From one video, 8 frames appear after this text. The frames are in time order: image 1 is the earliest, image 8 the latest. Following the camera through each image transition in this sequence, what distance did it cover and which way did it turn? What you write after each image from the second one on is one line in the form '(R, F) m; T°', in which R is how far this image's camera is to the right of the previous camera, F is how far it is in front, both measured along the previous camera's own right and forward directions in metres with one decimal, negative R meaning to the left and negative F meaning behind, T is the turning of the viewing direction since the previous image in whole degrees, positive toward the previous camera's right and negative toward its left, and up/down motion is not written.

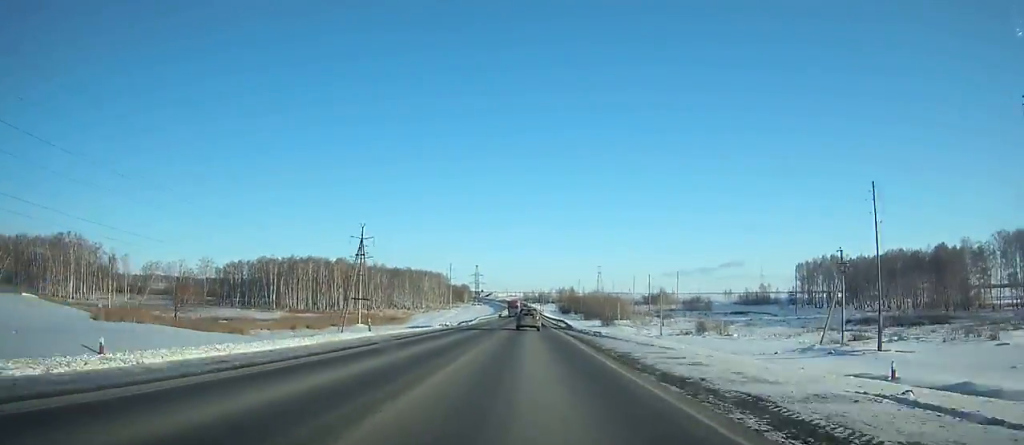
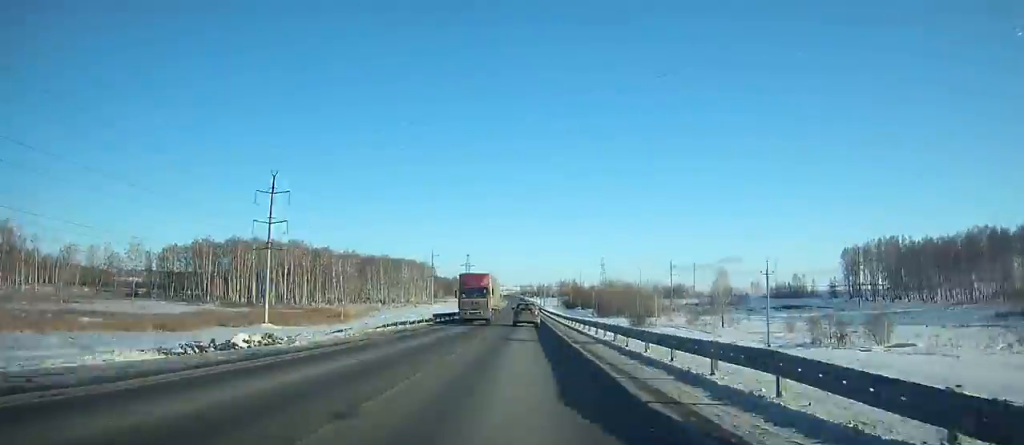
(+0.2, +52.2) m; 0°
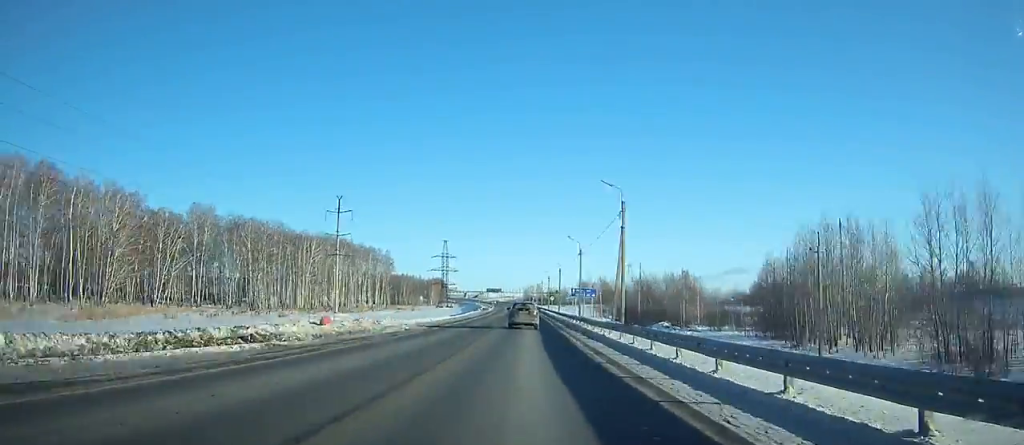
(+0.2, +139.6) m; 0°
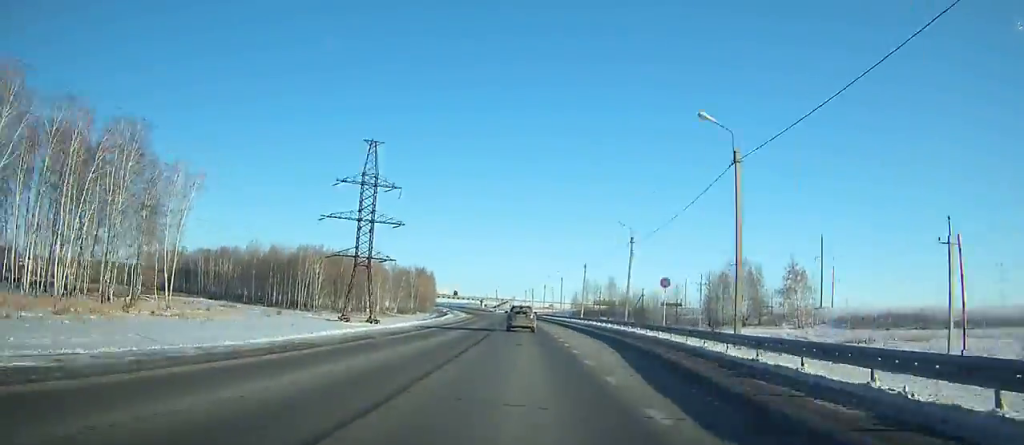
(-4.7, +183.0) m; -4°
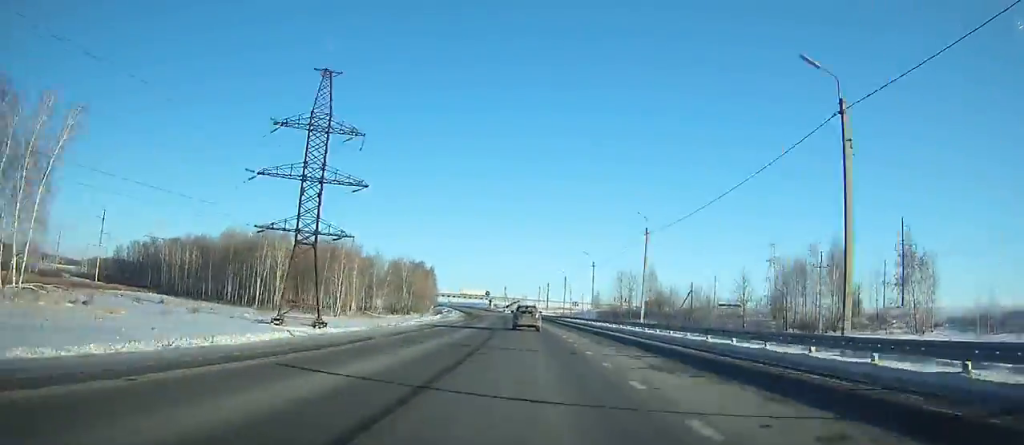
(-0.3, +33.8) m; -1°
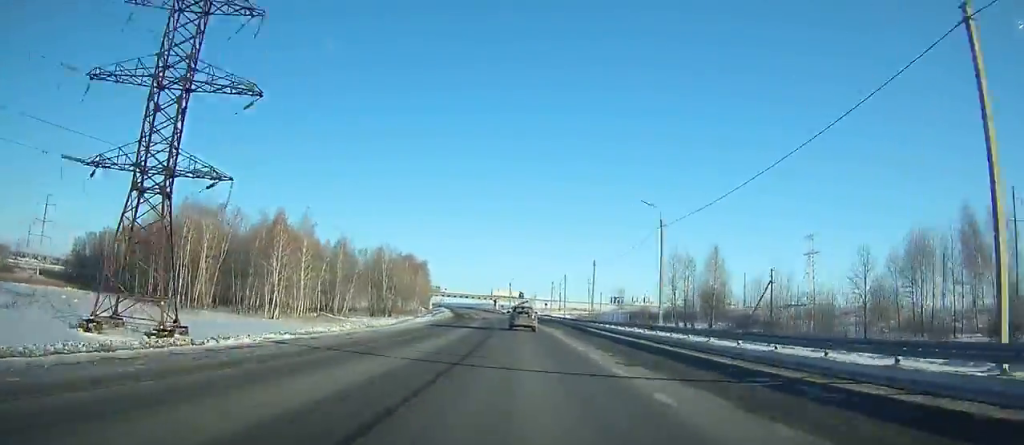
(-0.2, +33.6) m; -1°
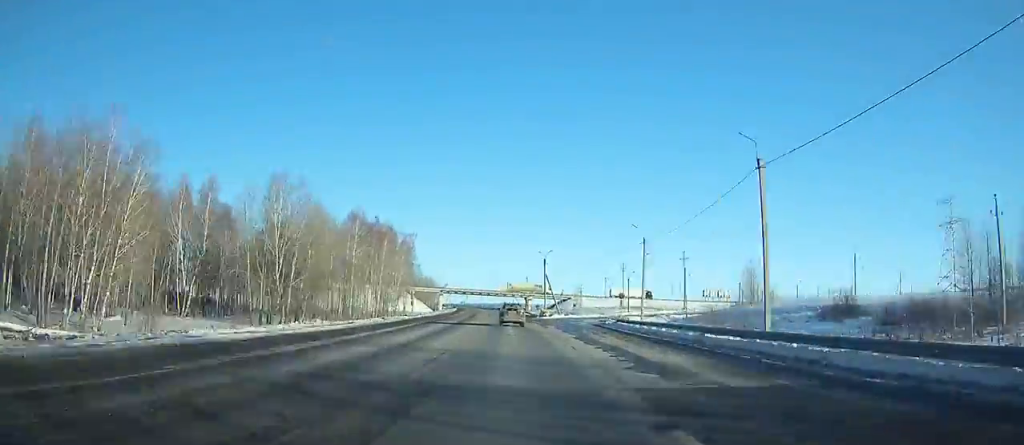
(-1.7, +74.2) m; -3°
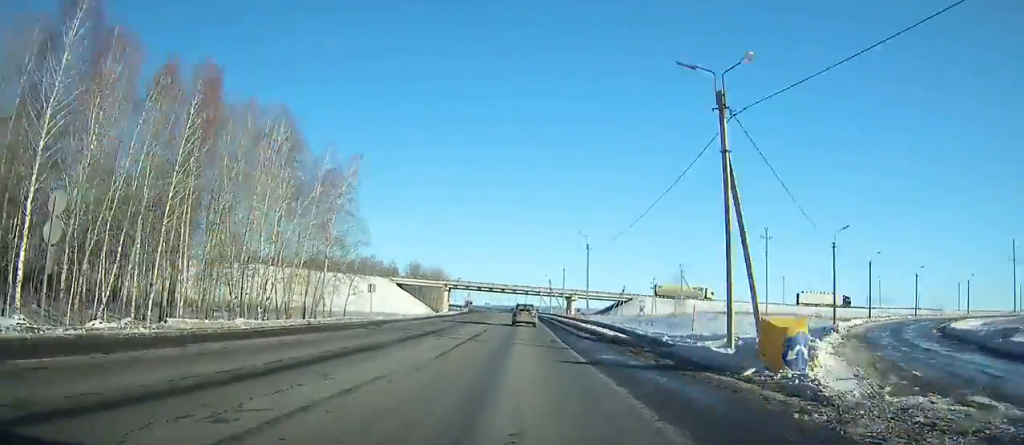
(-2.0, +66.4) m; -3°
